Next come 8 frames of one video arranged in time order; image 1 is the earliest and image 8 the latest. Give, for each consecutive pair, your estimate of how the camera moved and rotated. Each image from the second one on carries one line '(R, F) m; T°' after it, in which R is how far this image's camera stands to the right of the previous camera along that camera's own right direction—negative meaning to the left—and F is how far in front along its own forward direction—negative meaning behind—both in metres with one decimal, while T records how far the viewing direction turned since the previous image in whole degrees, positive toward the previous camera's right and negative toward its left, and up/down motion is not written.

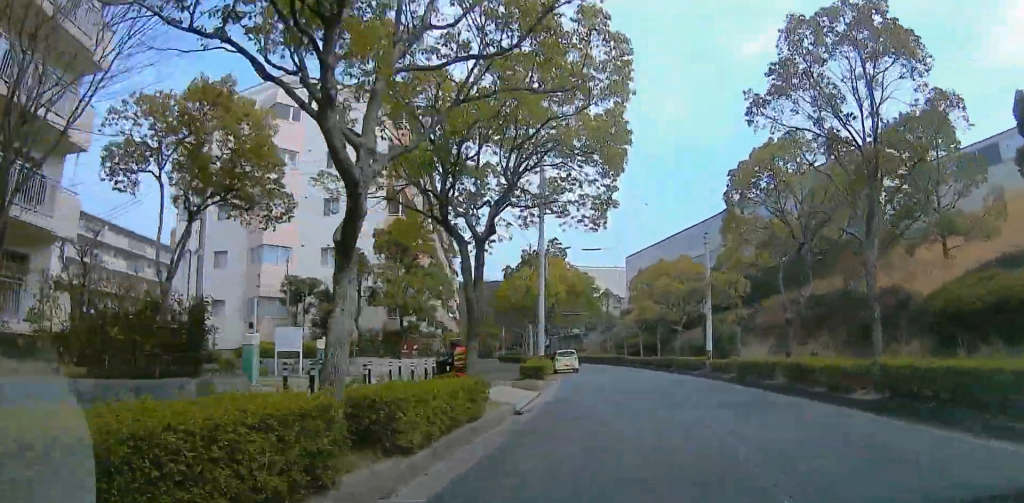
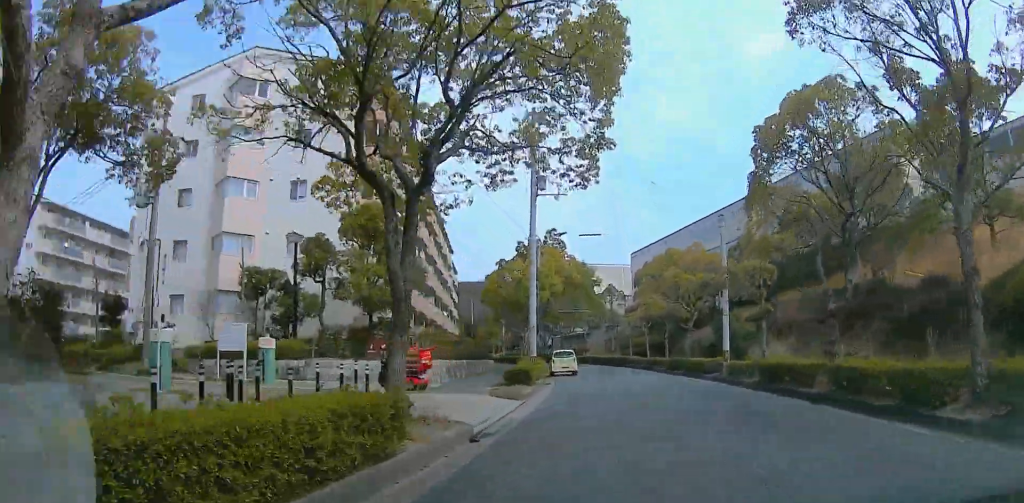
(-1.6, +7.4) m; -21°
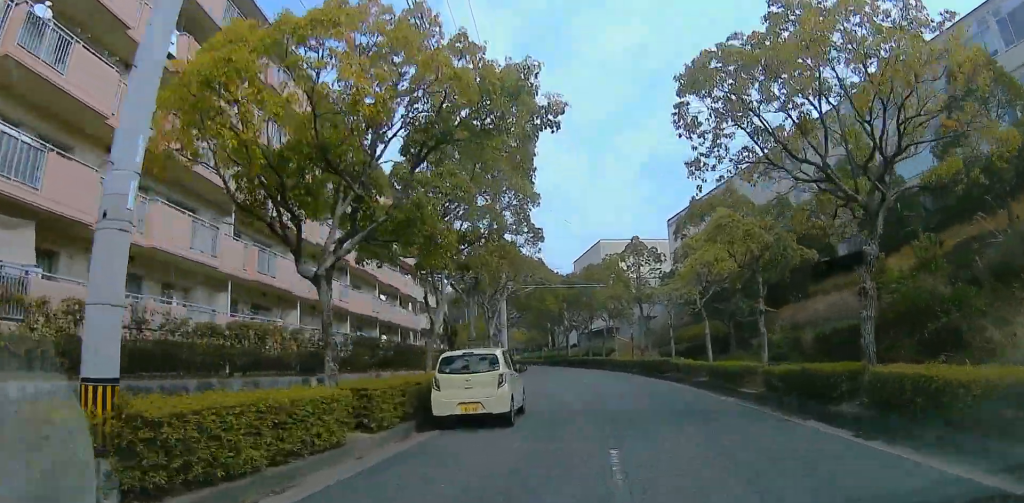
(-12.8, +25.9) m; -25°
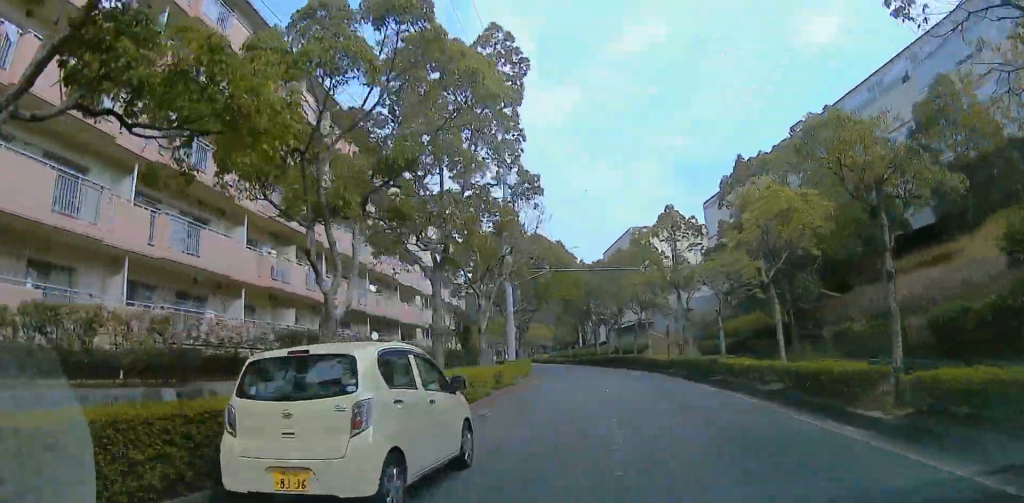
(-0.1, +6.8) m; +8°
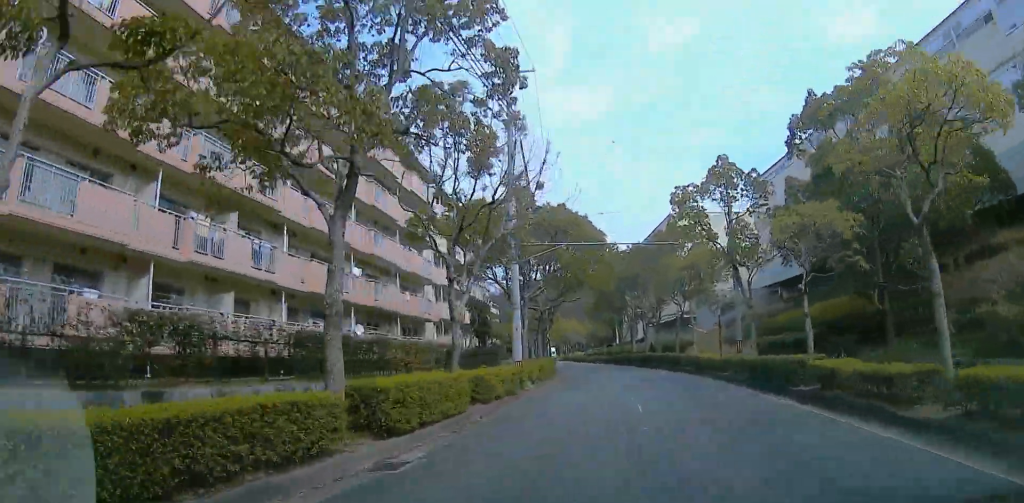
(+1.7, +2.9) m; -3°
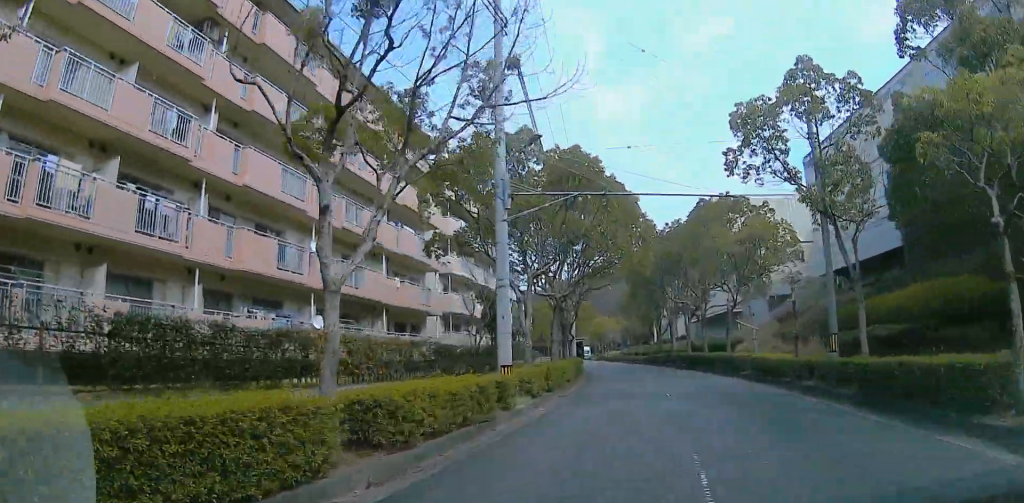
(-1.0, +5.5) m; -10°
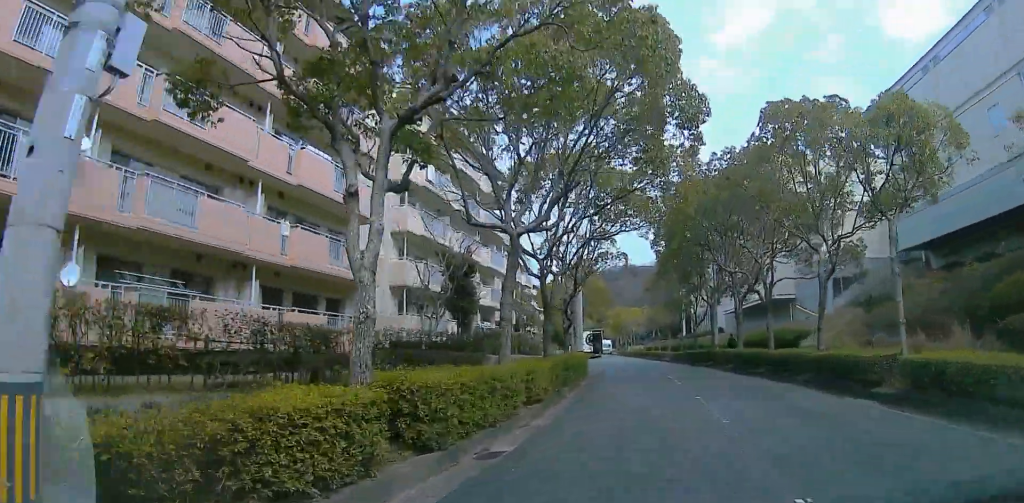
(-1.6, +11.6) m; -8°
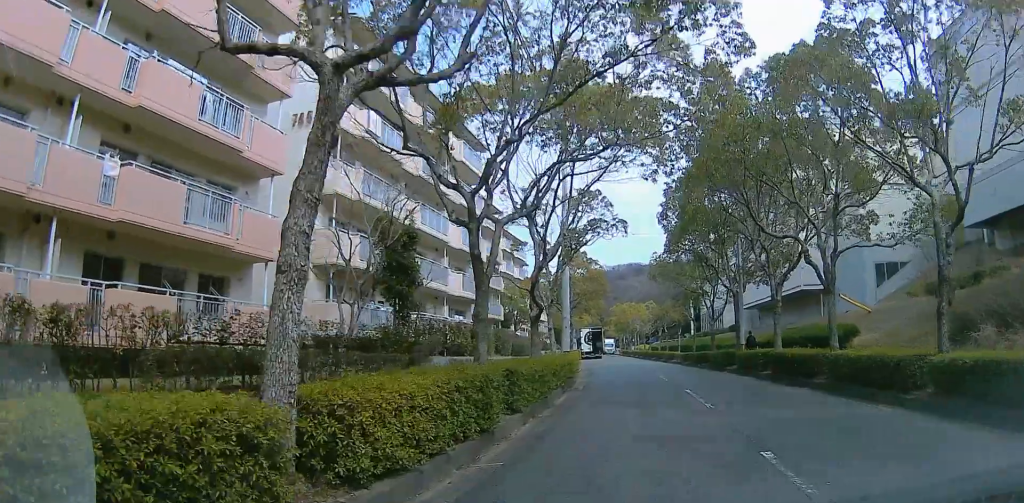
(0.0, +7.6) m; 0°
